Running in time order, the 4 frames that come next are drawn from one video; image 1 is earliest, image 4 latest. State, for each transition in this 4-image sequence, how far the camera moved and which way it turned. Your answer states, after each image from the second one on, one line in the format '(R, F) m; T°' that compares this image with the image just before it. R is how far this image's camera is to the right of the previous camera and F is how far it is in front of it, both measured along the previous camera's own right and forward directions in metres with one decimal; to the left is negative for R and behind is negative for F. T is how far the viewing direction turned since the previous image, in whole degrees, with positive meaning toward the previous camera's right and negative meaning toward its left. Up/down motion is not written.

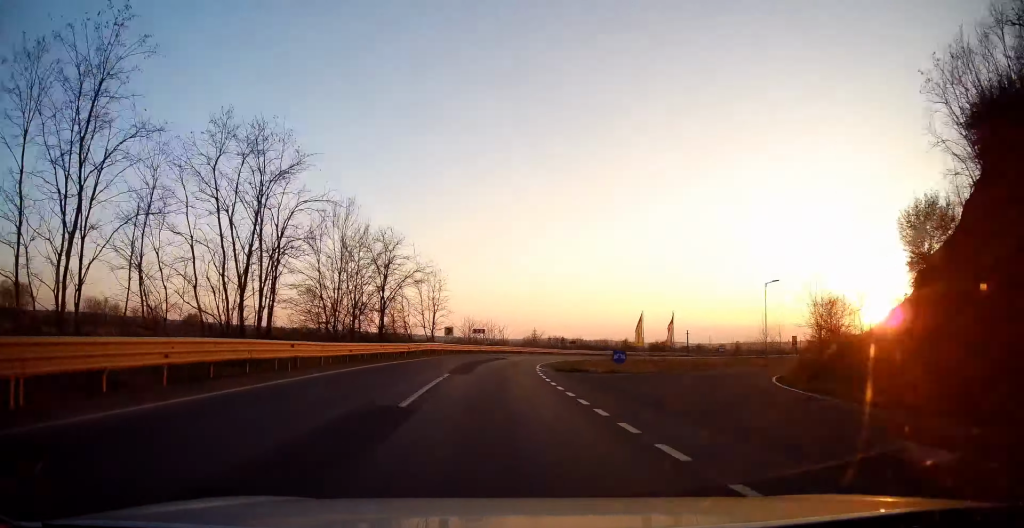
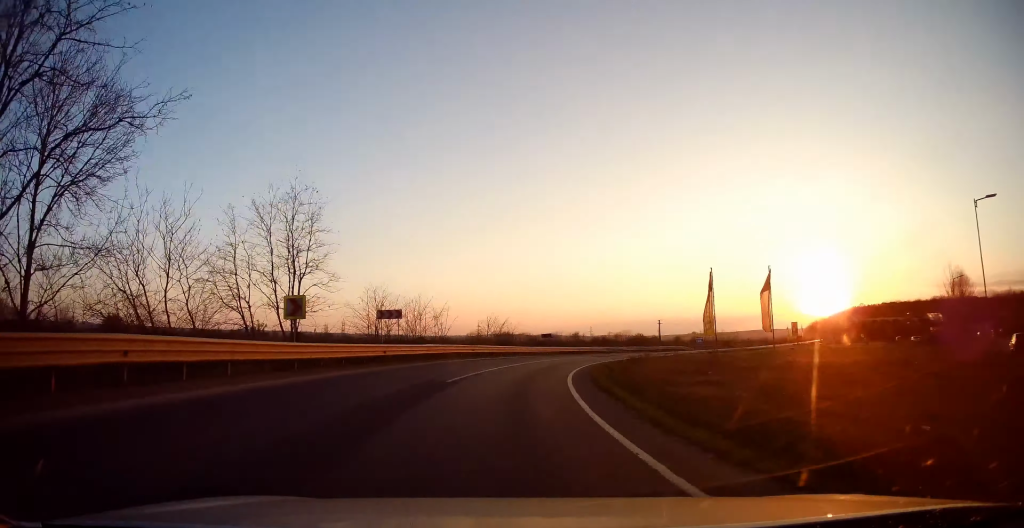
(+0.3, +33.1) m; +3°
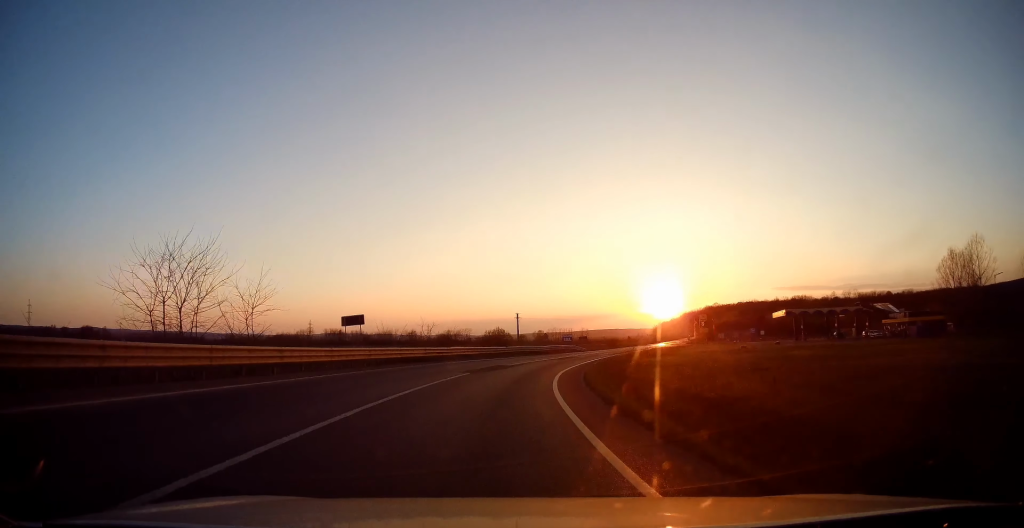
(+3.9, +37.4) m; +14°
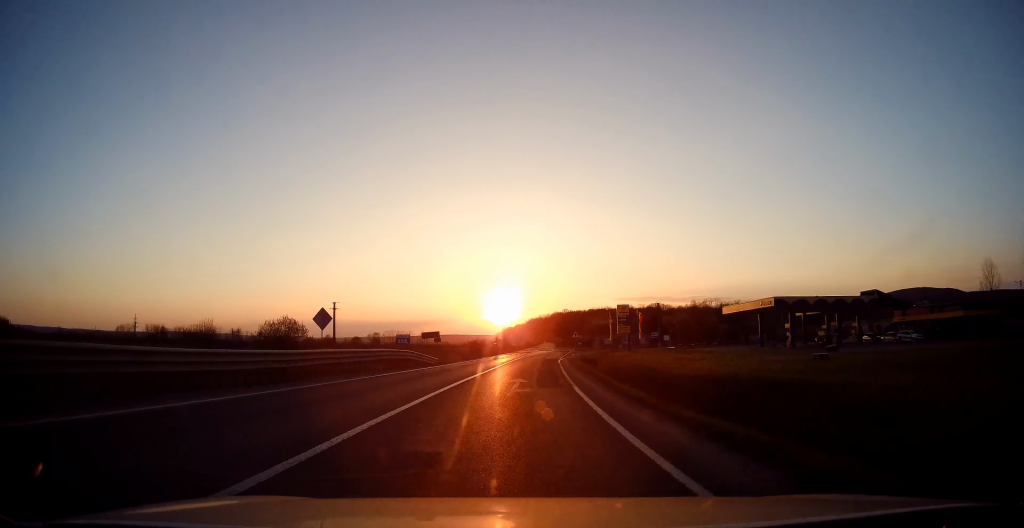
(+8.1, +44.0) m; +19°
